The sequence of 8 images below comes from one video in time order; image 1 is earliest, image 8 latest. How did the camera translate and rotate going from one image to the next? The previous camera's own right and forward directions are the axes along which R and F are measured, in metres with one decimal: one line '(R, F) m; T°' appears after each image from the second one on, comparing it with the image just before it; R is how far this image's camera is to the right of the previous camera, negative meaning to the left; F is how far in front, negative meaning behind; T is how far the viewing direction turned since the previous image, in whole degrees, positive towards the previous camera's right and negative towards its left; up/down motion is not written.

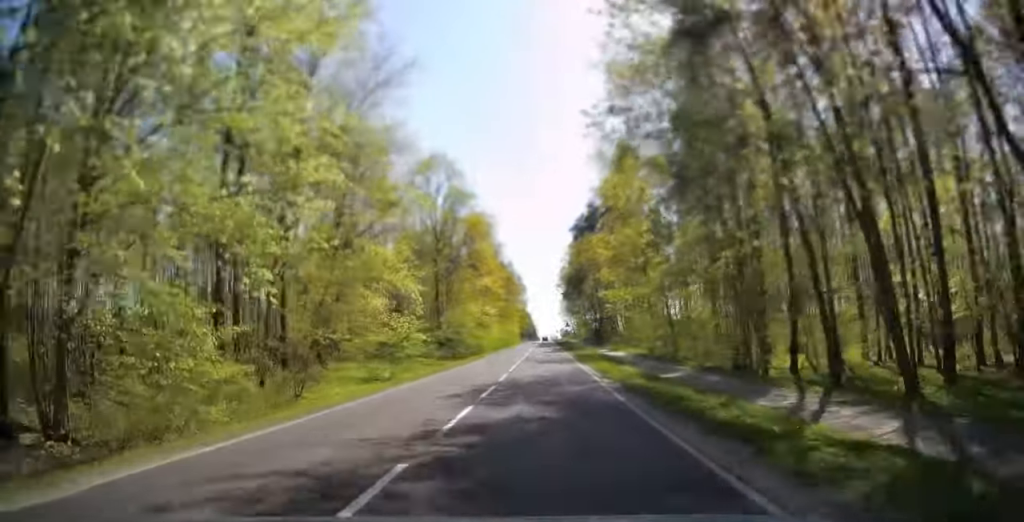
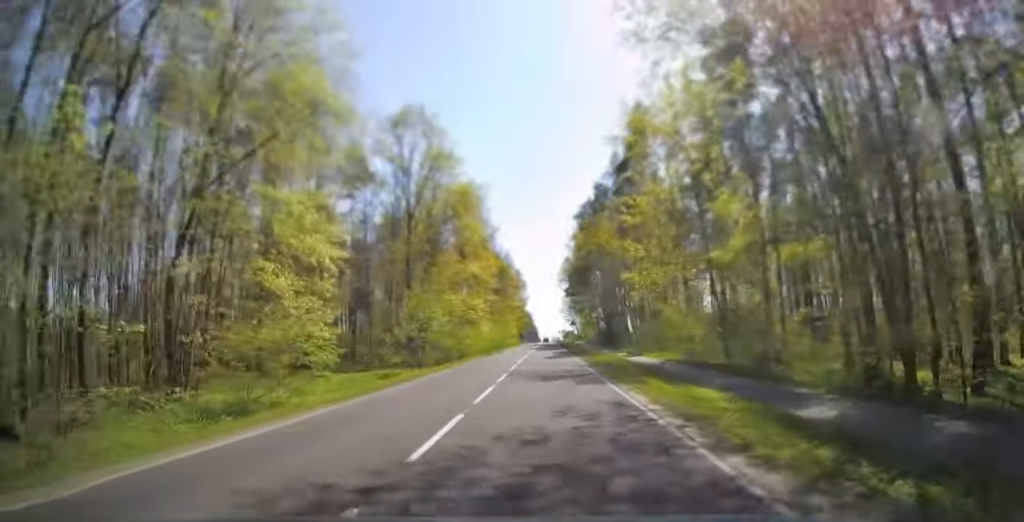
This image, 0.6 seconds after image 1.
(0.0, +14.0) m; 0°
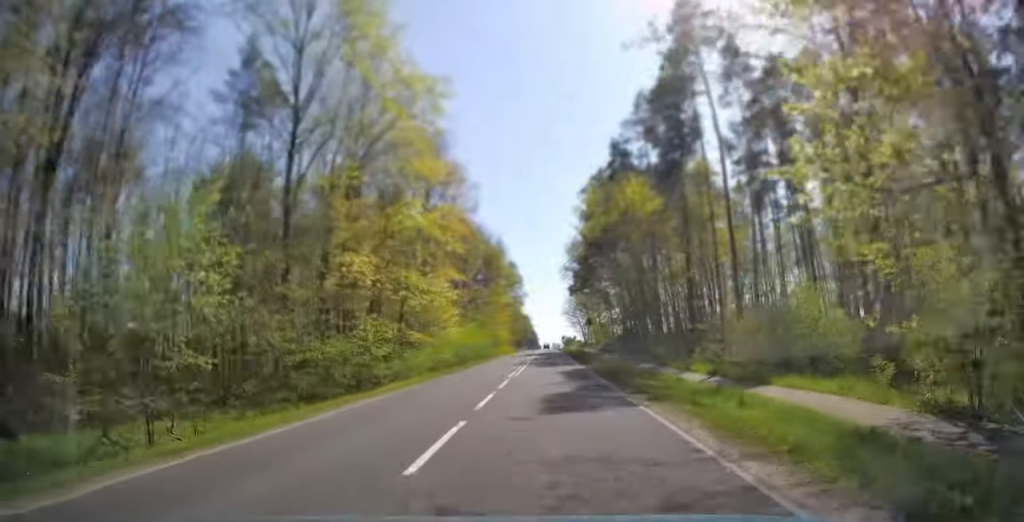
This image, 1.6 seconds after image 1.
(+0.2, +24.8) m; 0°
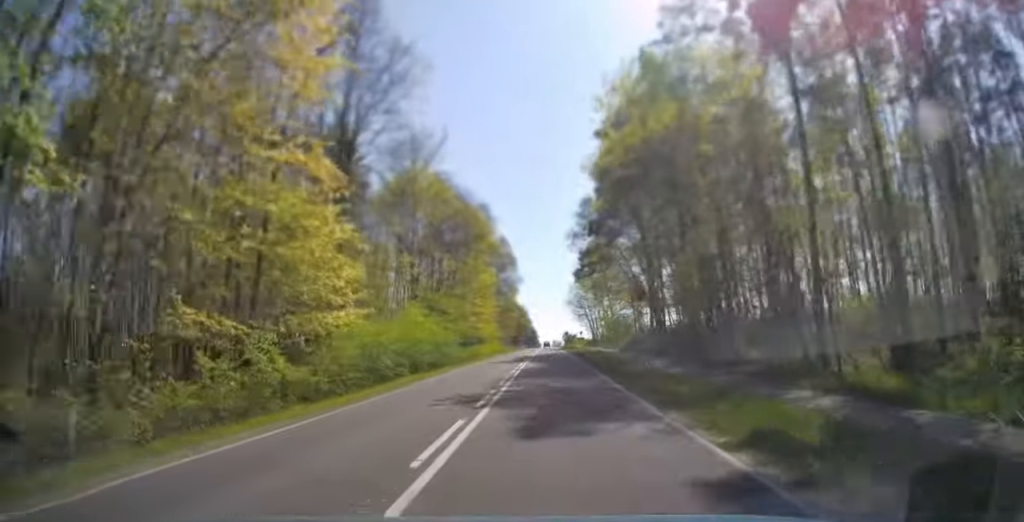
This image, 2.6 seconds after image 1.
(0.0, +24.1) m; 0°
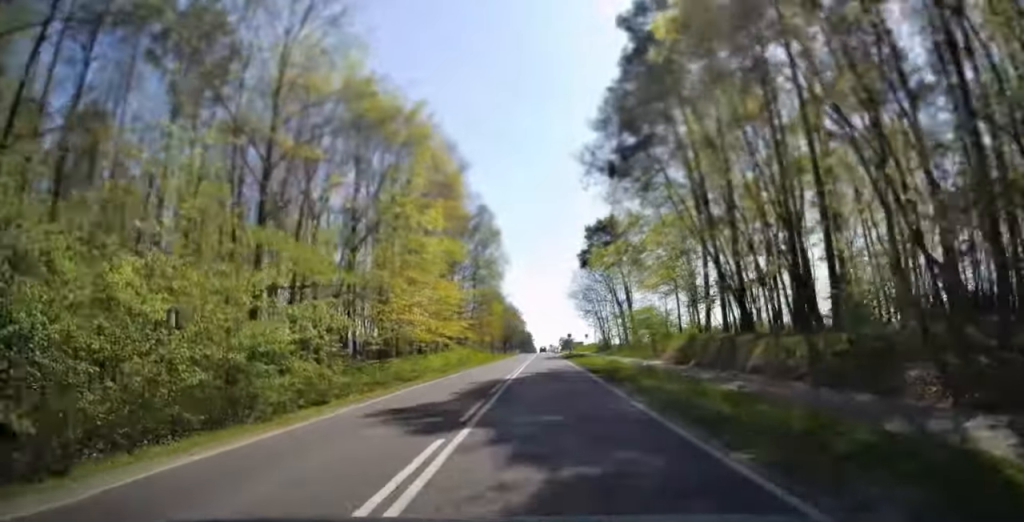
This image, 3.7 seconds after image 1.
(-0.2, +26.1) m; 0°
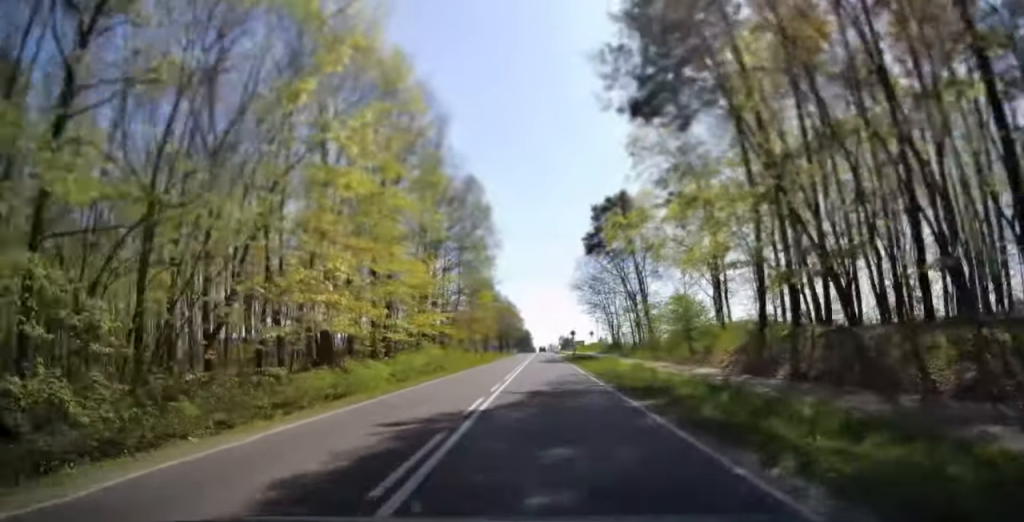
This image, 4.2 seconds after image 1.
(+0.1, +11.5) m; 0°
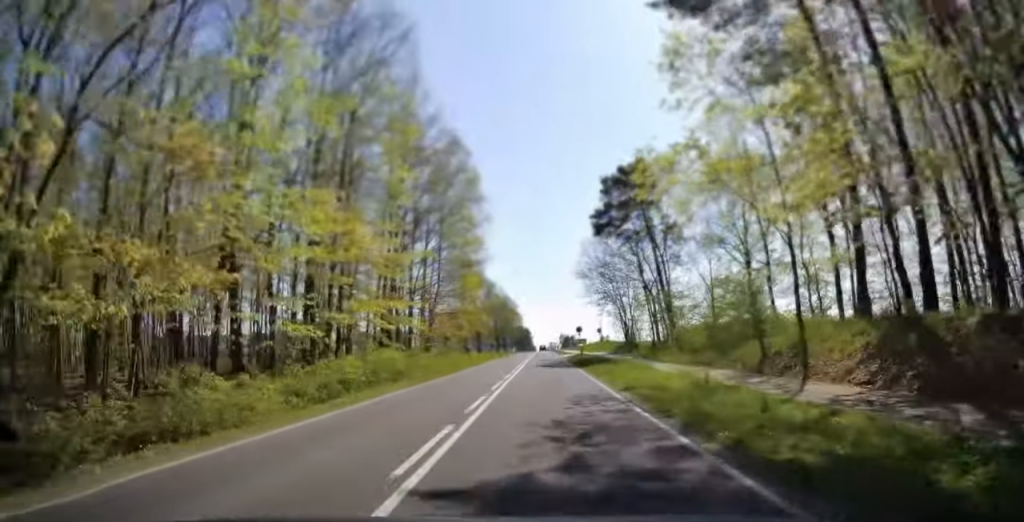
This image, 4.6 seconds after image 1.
(+0.2, +11.1) m; 0°
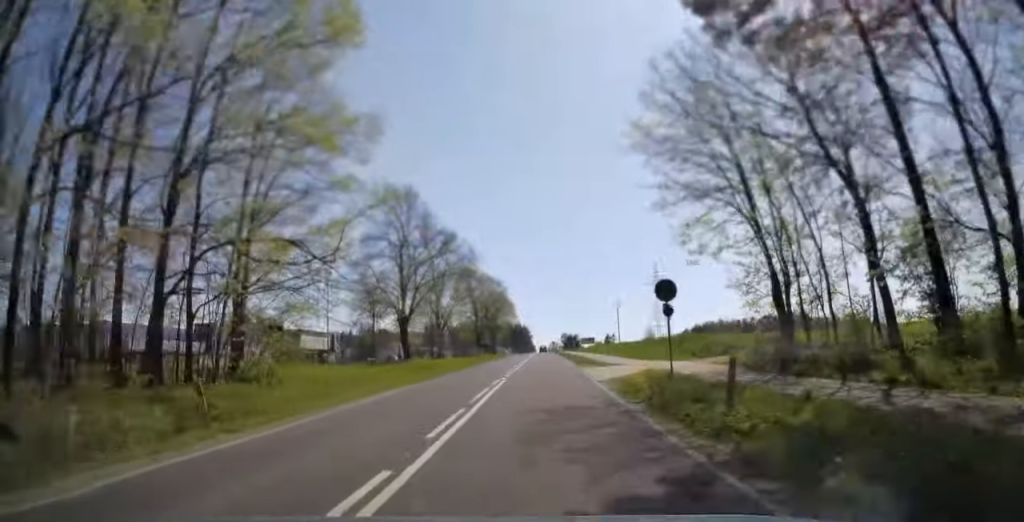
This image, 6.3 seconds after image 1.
(-0.3, +40.1) m; 0°
